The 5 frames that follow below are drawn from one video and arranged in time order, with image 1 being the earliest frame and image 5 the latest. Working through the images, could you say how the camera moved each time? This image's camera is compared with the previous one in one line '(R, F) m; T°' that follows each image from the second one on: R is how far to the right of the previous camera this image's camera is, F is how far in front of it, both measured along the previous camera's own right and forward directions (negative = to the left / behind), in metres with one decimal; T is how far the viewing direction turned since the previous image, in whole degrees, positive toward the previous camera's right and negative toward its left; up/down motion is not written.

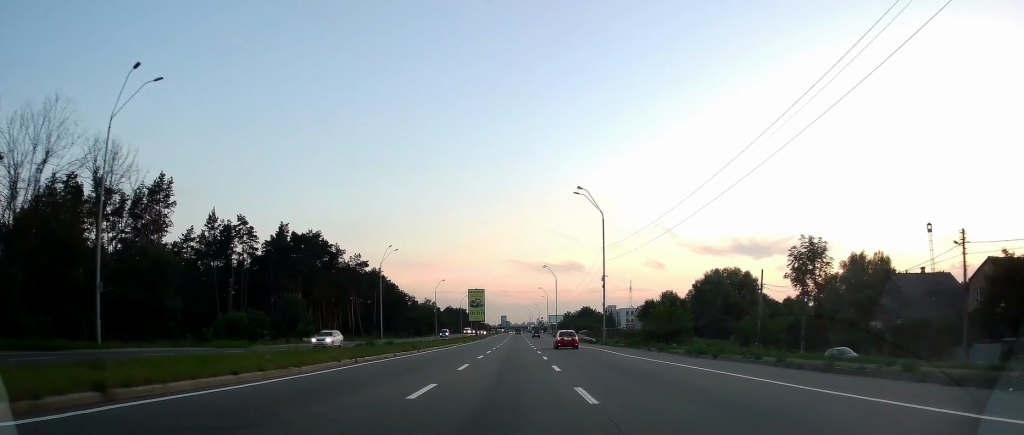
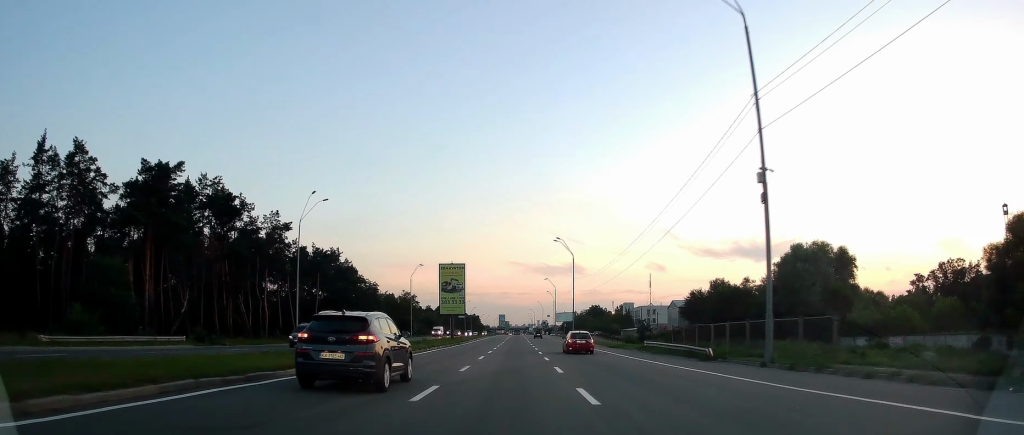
(-0.4, +44.5) m; 0°
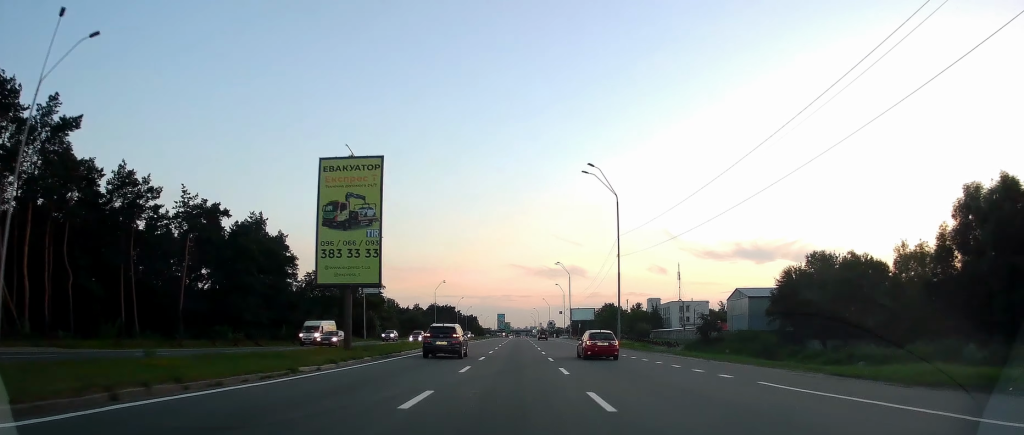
(+0.1, +47.3) m; 0°
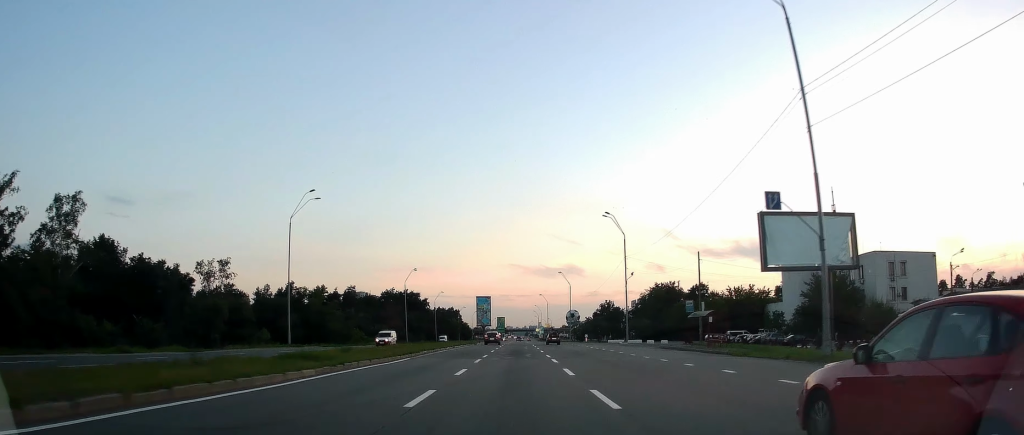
(-0.5, +117.9) m; 0°
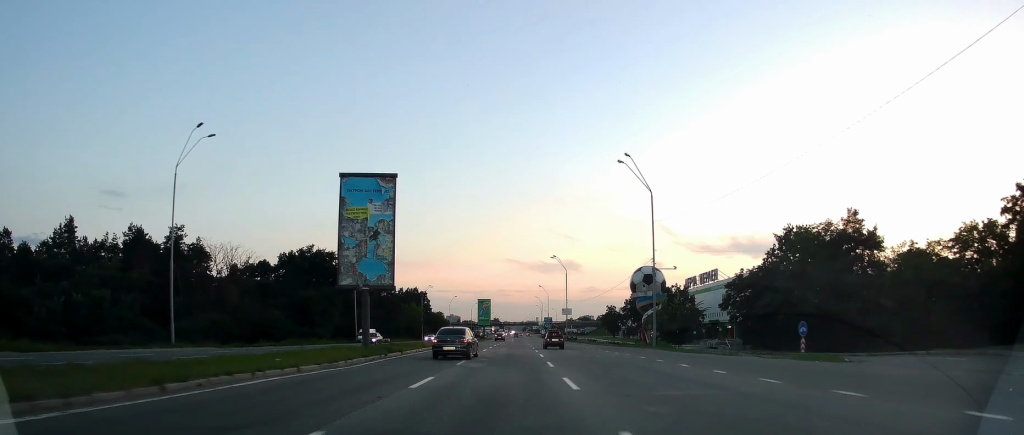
(-0.1, +100.4) m; -1°
